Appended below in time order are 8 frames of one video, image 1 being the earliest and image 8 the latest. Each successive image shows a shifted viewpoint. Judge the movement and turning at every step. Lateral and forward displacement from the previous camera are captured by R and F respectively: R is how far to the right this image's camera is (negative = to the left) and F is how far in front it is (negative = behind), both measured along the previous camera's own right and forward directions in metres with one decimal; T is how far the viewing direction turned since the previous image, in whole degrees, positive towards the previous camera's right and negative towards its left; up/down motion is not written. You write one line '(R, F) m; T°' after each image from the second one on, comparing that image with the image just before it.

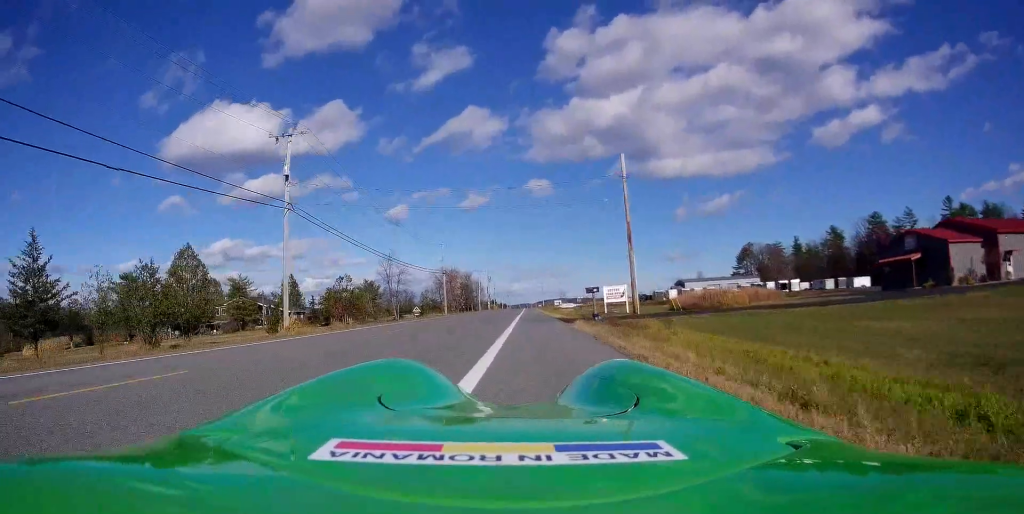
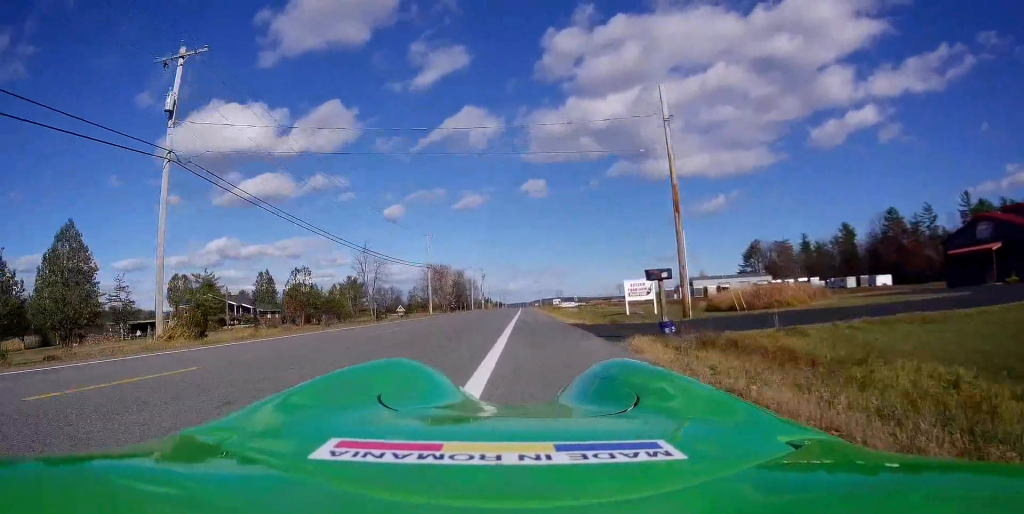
(-0.2, +11.2) m; 0°
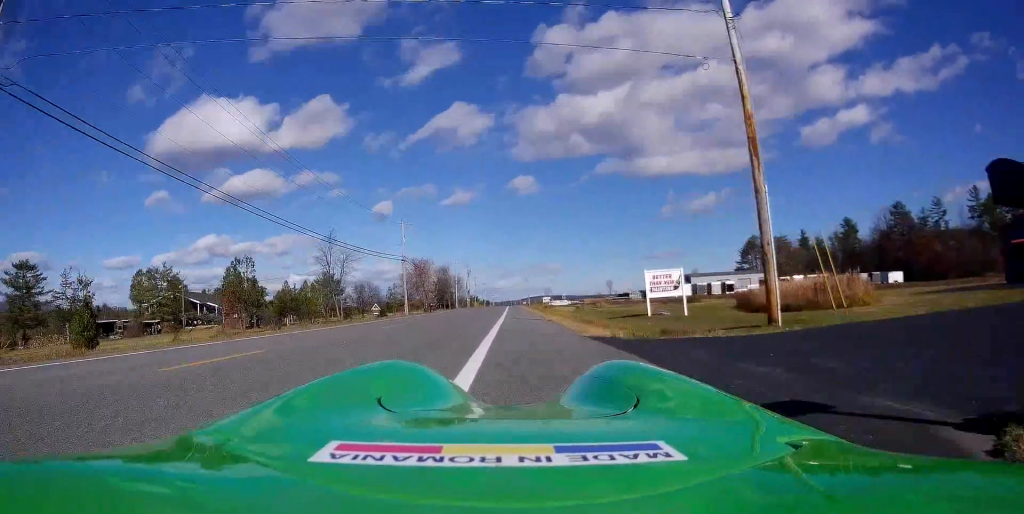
(+0.4, +9.8) m; +1°
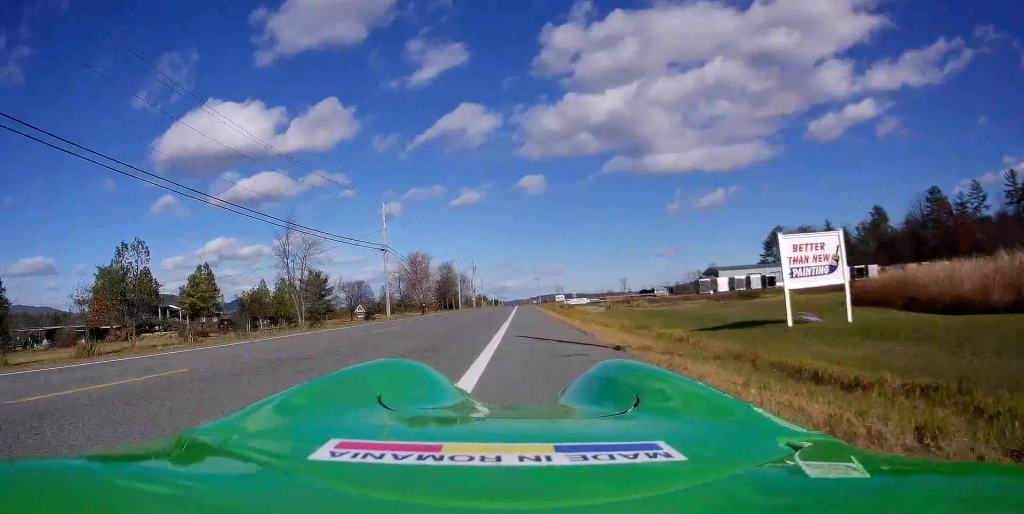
(-0.1, +14.3) m; -1°
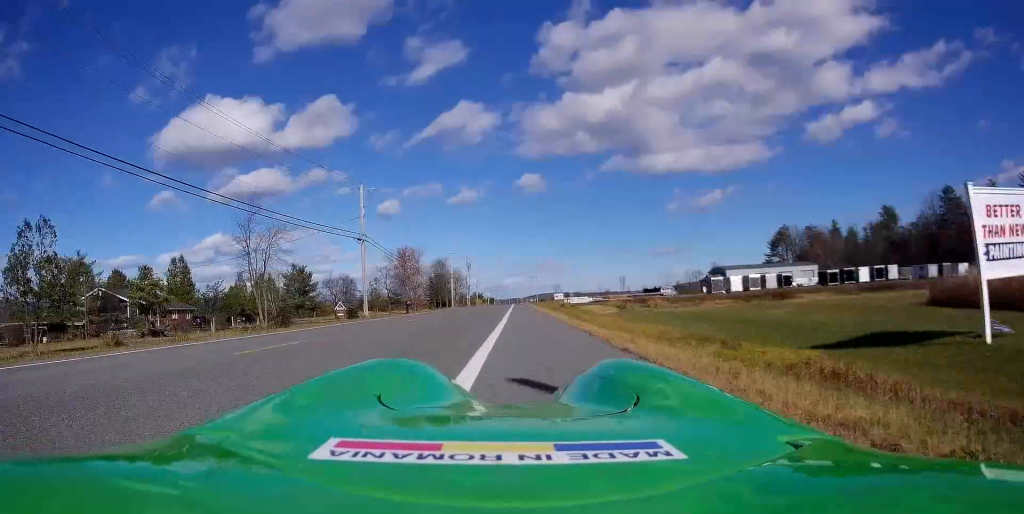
(0.0, +7.1) m; 0°
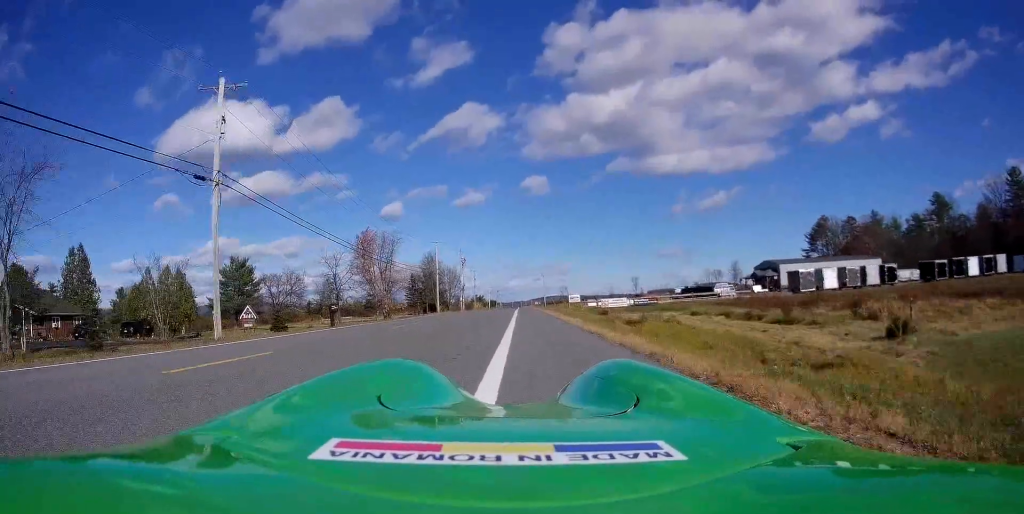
(+0.5, +26.4) m; +2°
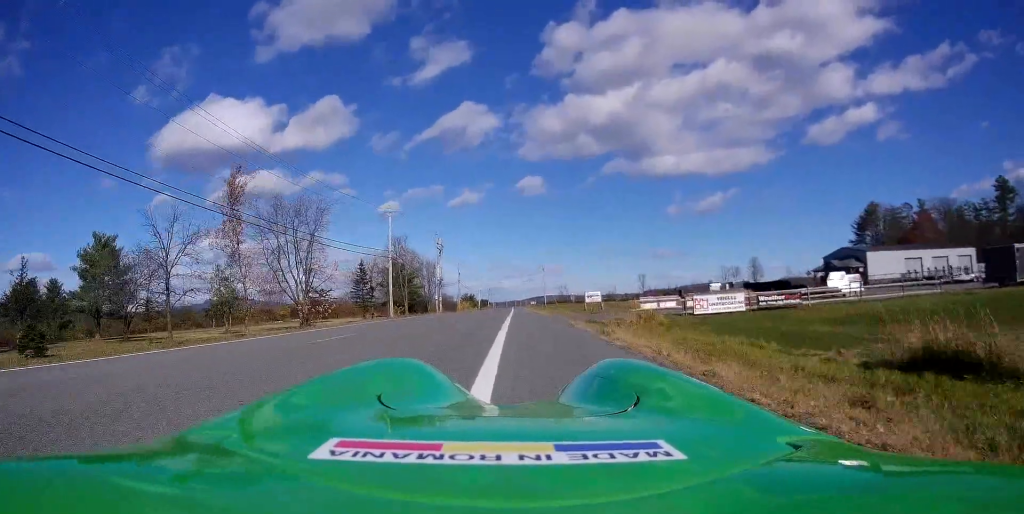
(-0.4, +30.3) m; -2°
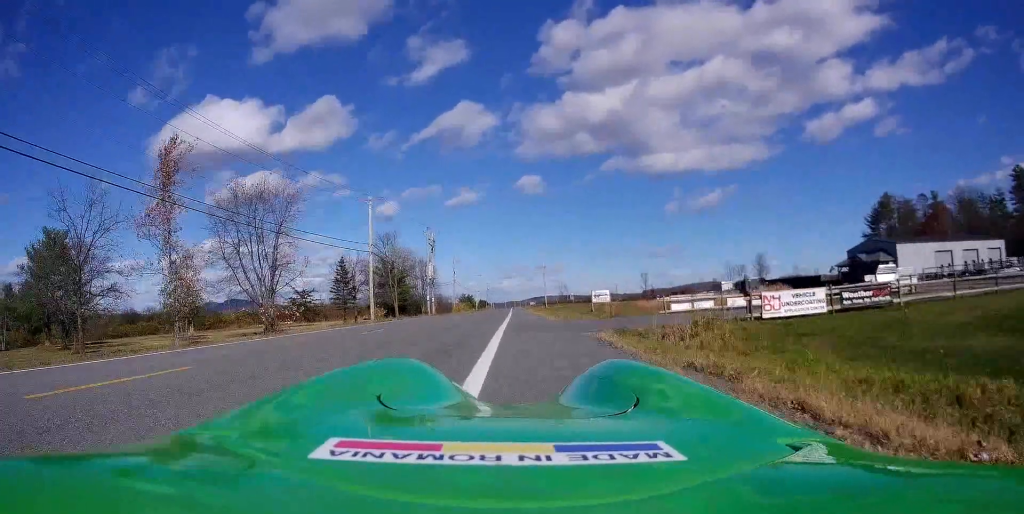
(0.0, +7.5) m; +1°
